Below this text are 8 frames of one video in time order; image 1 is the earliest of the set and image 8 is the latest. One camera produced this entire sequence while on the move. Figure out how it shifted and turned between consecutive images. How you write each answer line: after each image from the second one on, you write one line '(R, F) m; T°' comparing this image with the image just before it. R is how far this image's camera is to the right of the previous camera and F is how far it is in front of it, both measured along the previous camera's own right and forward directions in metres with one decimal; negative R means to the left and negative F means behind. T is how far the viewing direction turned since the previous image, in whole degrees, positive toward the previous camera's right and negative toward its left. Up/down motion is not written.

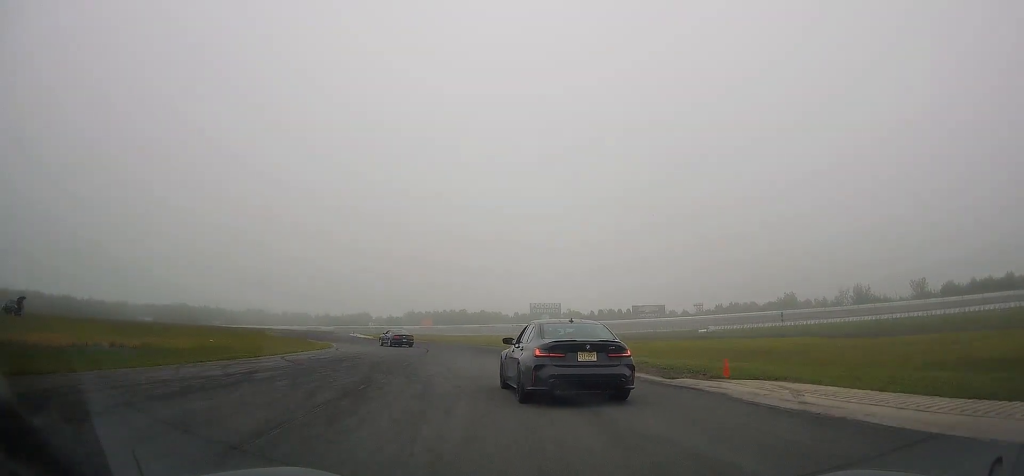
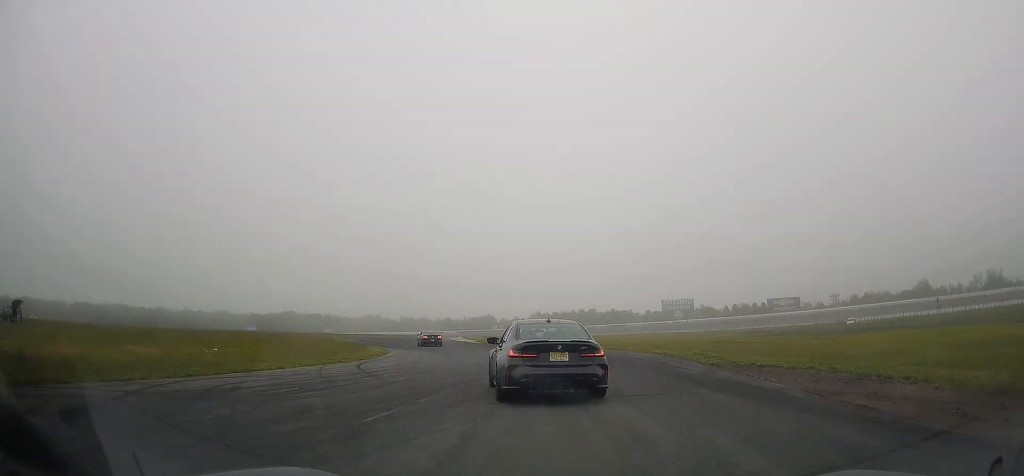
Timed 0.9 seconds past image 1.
(-1.9, +15.3) m; -12°
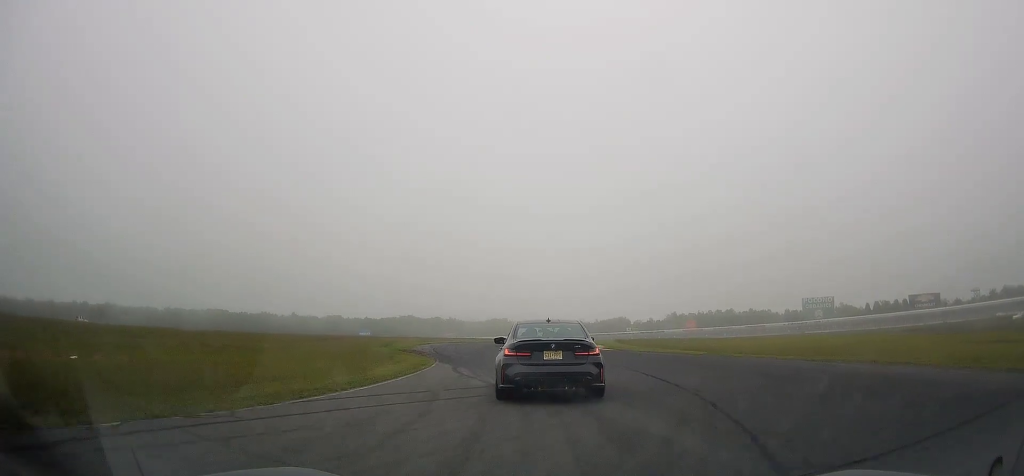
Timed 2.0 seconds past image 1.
(-2.1, +19.9) m; -12°
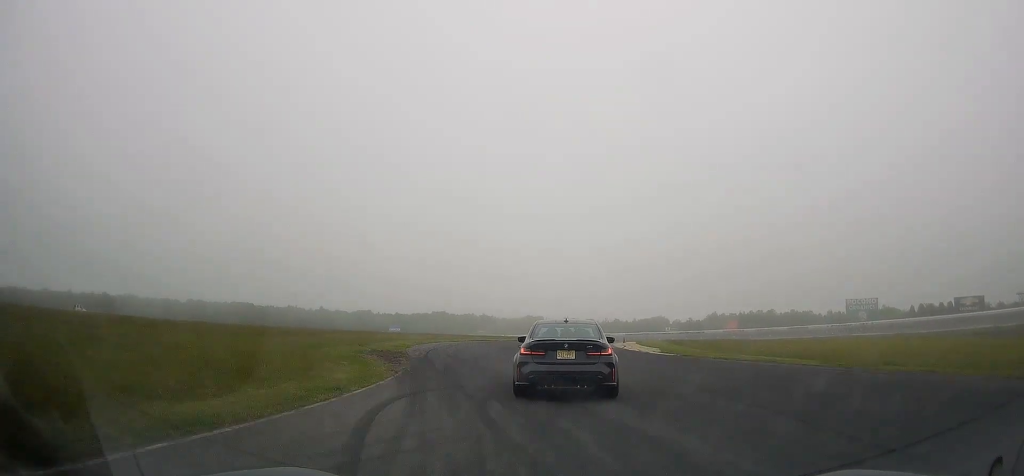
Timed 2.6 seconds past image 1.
(-0.6, +11.5) m; -4°
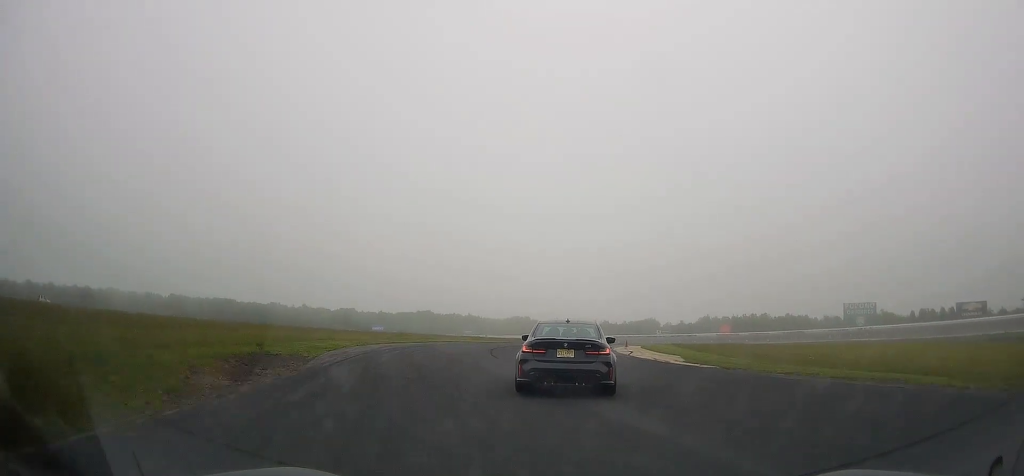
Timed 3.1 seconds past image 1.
(-0.7, +9.9) m; -1°
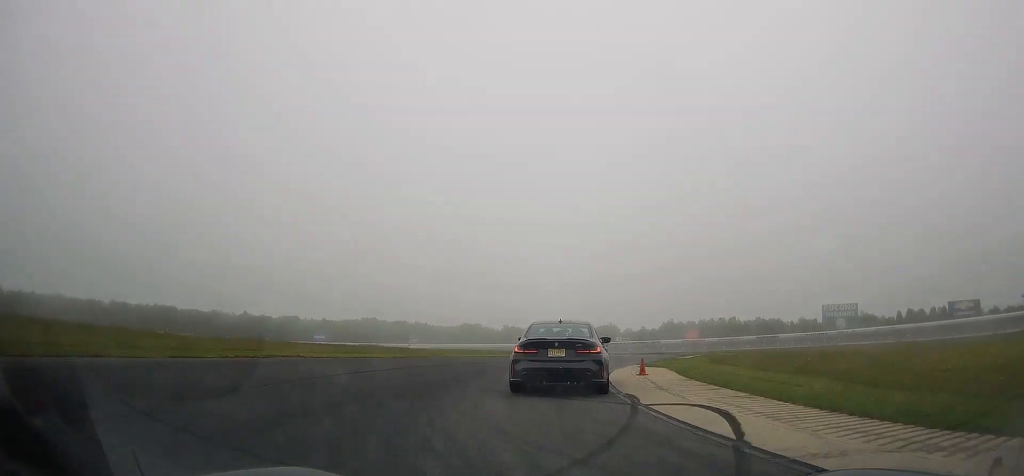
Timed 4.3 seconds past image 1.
(+0.5, +23.6) m; +3°
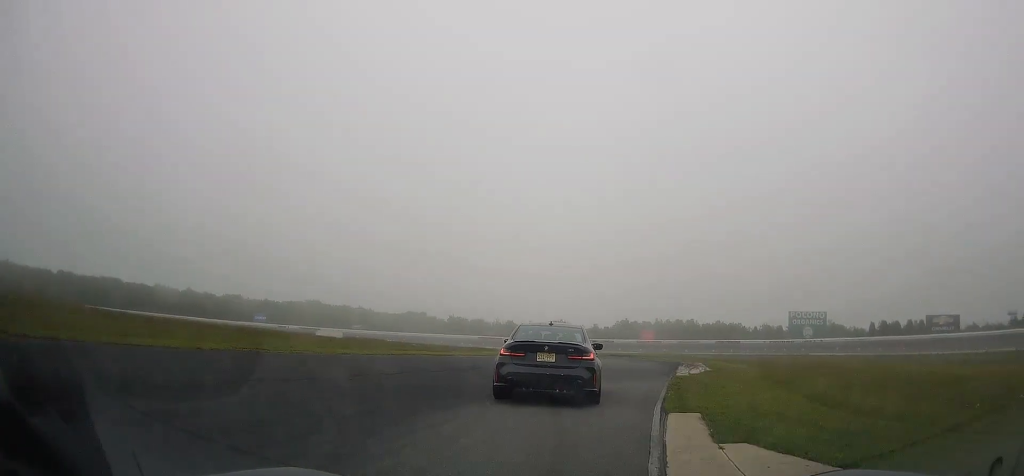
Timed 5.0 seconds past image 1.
(+0.3, +15.2) m; +4°
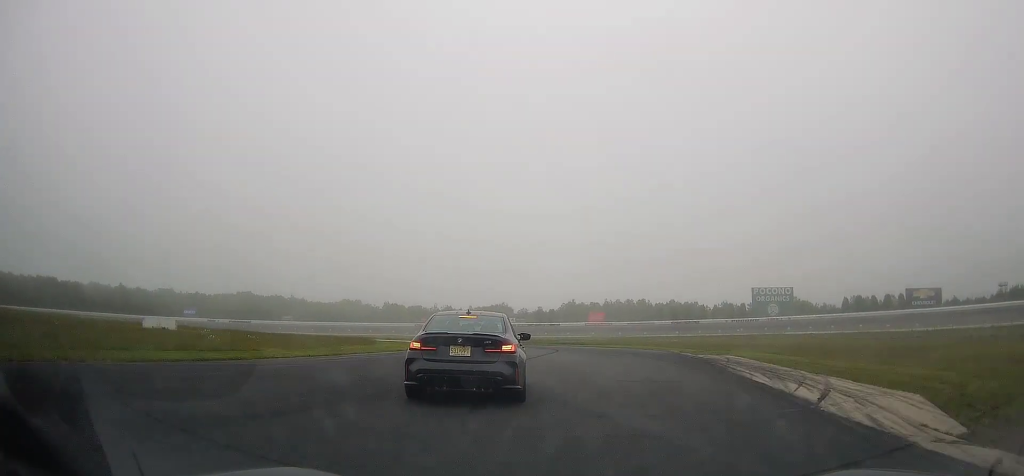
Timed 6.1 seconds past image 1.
(+1.2, +20.7) m; +6°
